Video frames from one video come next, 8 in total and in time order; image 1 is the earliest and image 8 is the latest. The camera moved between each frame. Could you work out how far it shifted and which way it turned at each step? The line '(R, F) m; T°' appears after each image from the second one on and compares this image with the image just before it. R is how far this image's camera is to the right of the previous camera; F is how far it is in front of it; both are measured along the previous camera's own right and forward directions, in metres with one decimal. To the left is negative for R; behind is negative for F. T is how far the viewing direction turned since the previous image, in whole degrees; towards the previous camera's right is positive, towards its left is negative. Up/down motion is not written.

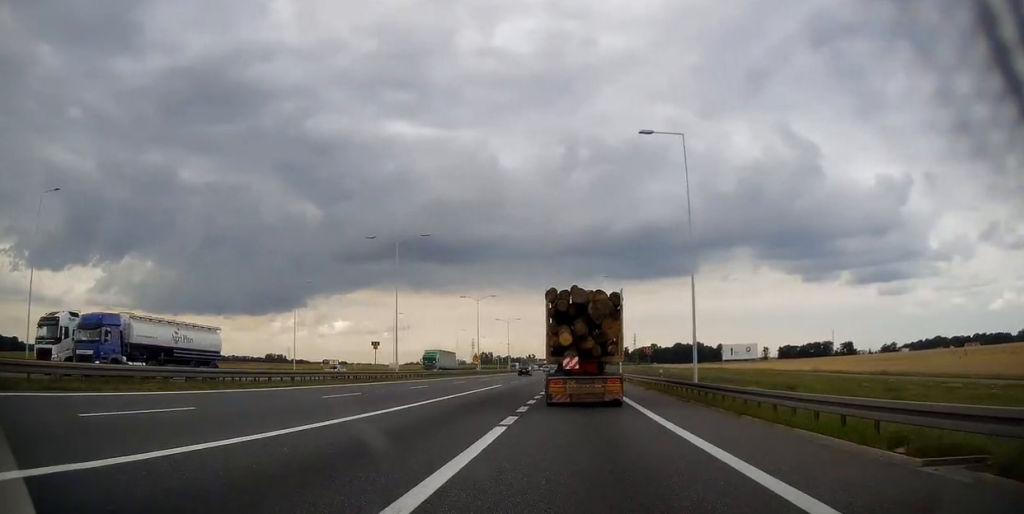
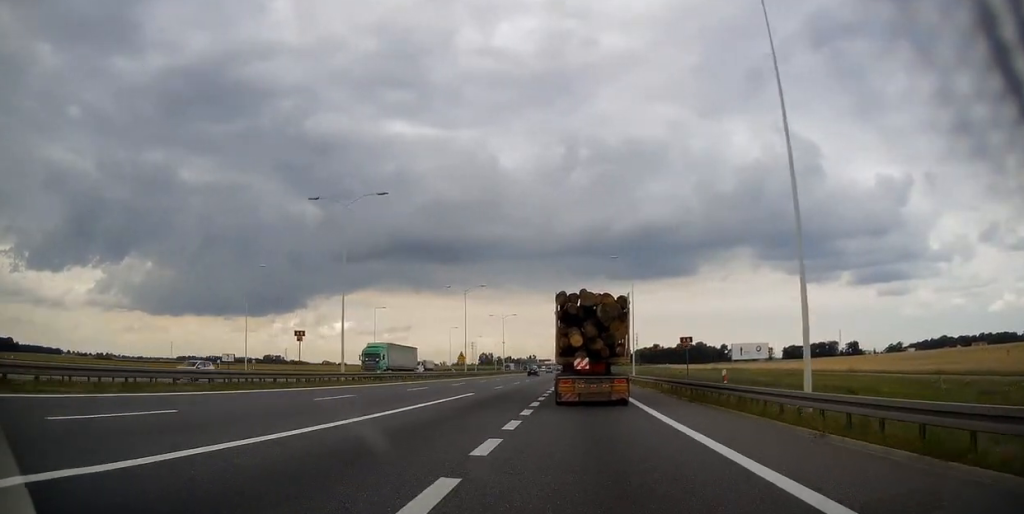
(+0.1, +13.2) m; 0°
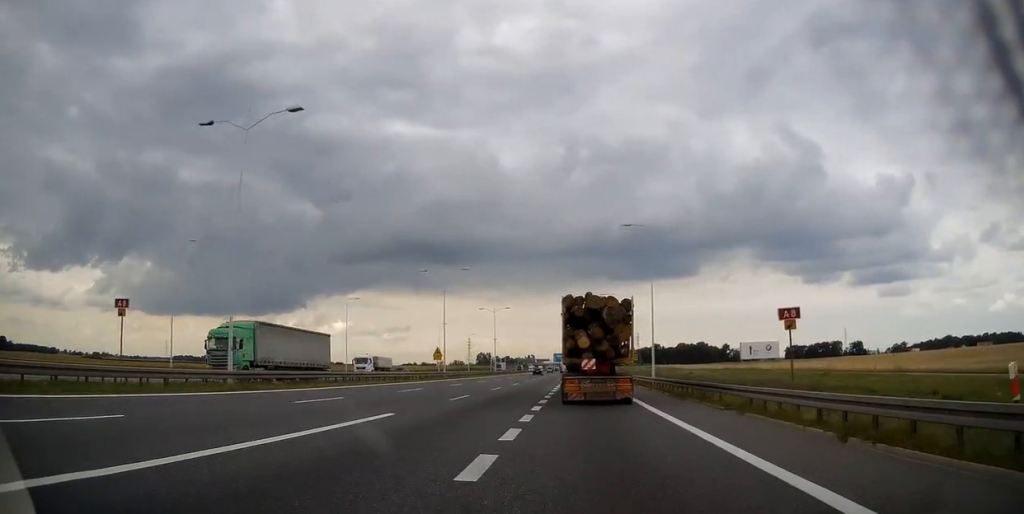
(0.0, +14.1) m; 0°
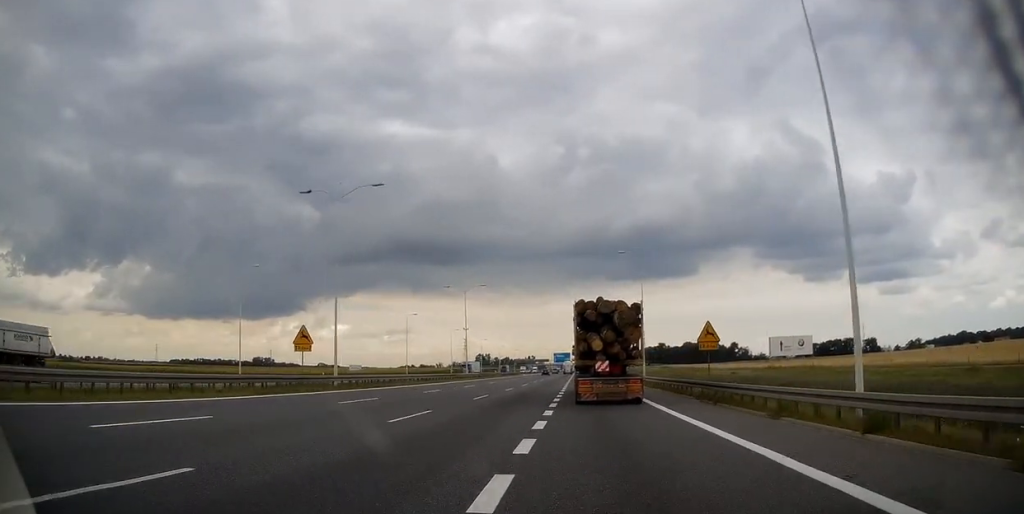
(0.0, +33.4) m; 0°
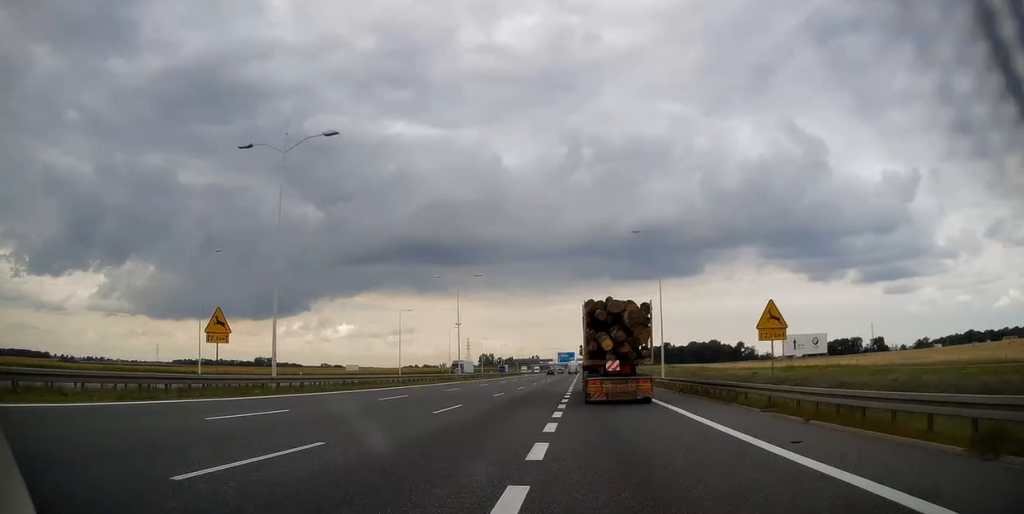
(0.0, +8.7) m; 0°
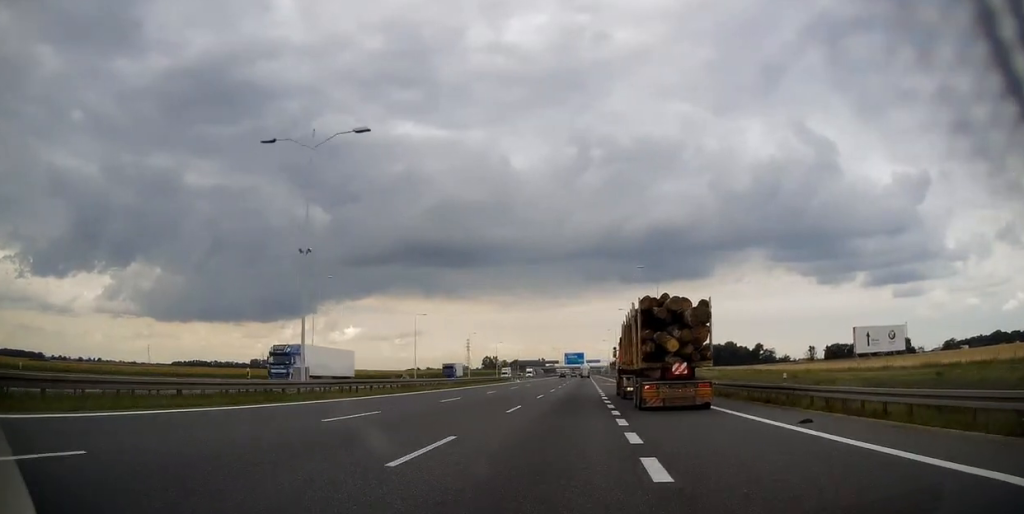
(-0.6, +44.9) m; -1°
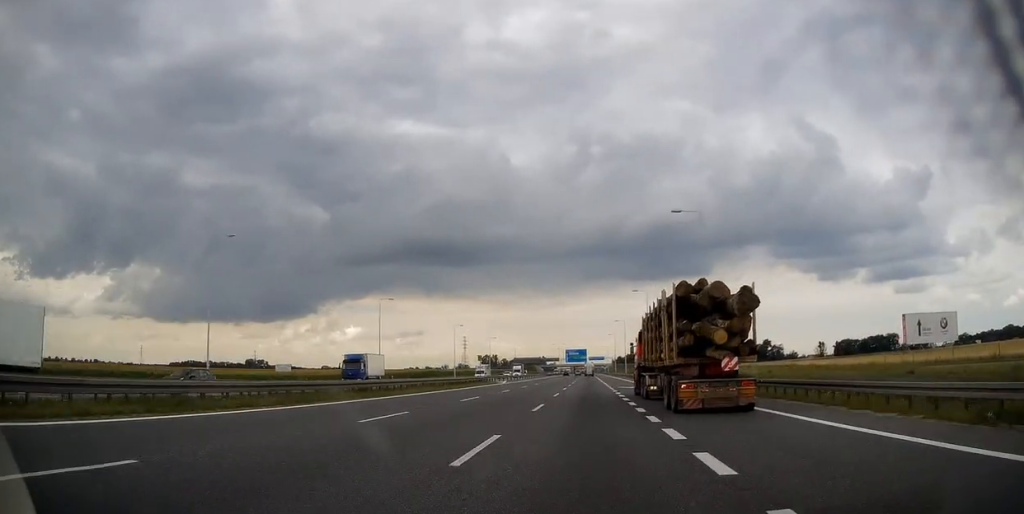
(0.0, +23.7) m; 0°
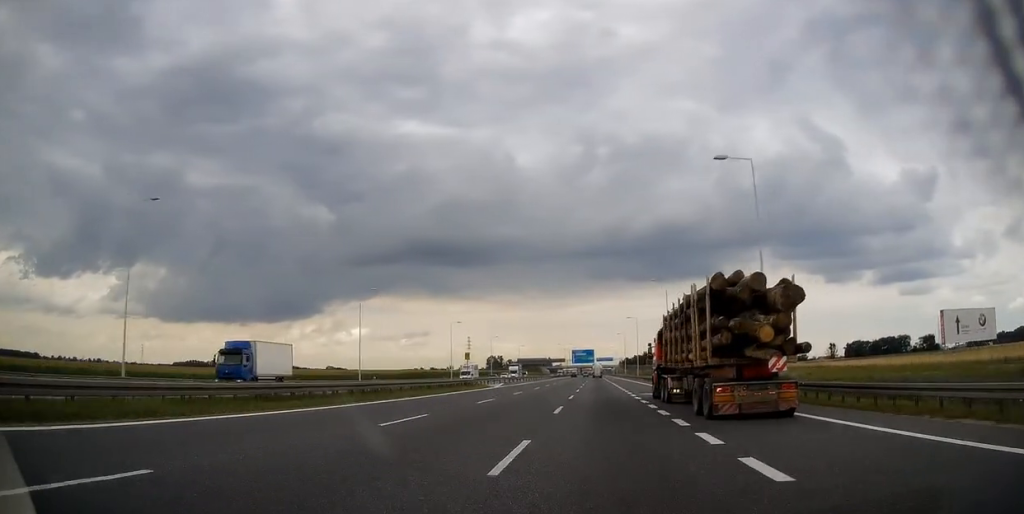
(0.0, +12.6) m; 0°
